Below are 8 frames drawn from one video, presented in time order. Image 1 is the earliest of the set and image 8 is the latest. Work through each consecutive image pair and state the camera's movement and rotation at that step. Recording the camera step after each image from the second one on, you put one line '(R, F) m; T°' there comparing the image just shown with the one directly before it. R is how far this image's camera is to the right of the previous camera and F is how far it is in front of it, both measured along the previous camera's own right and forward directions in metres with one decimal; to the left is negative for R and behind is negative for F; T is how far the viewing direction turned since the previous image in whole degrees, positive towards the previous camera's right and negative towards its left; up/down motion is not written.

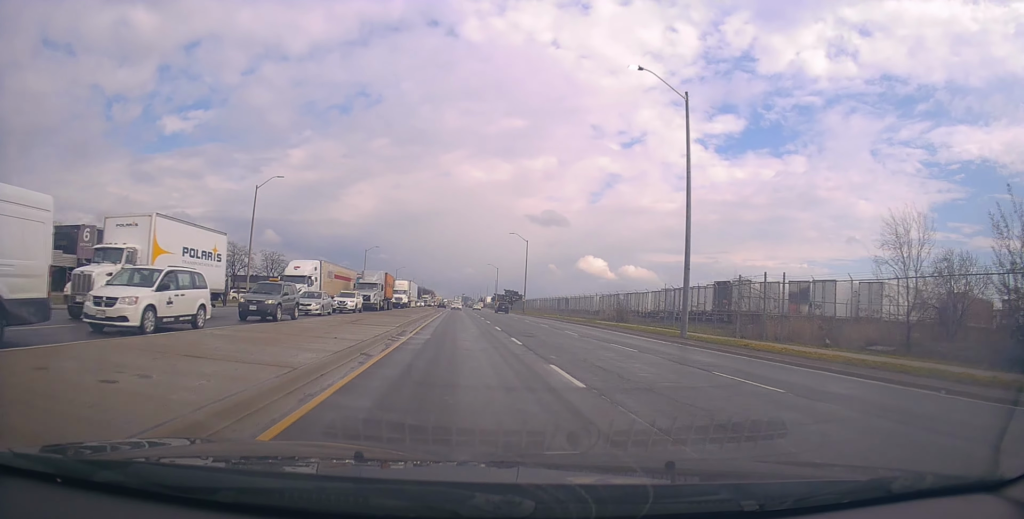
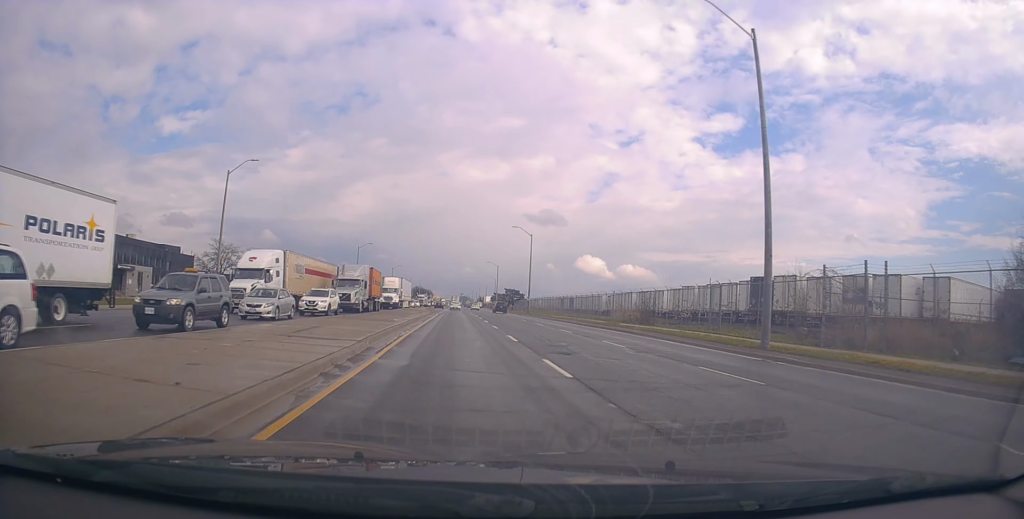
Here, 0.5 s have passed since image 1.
(+0.1, +8.3) m; +1°
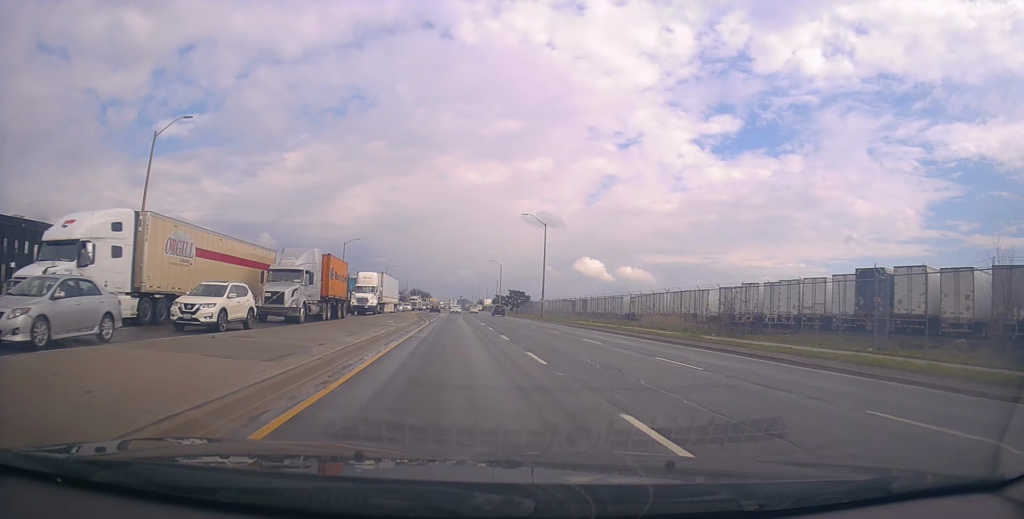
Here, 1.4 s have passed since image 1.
(+0.2, +15.4) m; +1°
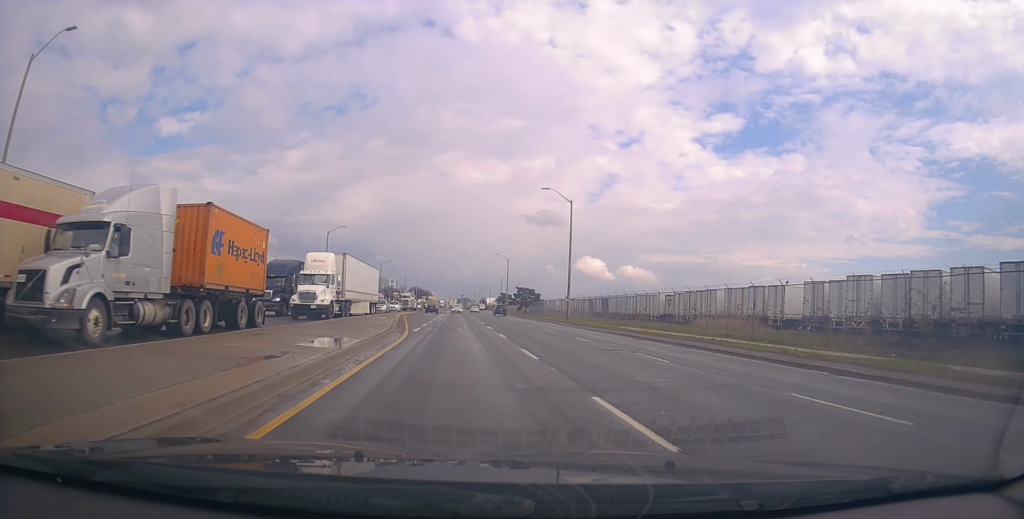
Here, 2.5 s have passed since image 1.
(0.0, +16.9) m; -1°
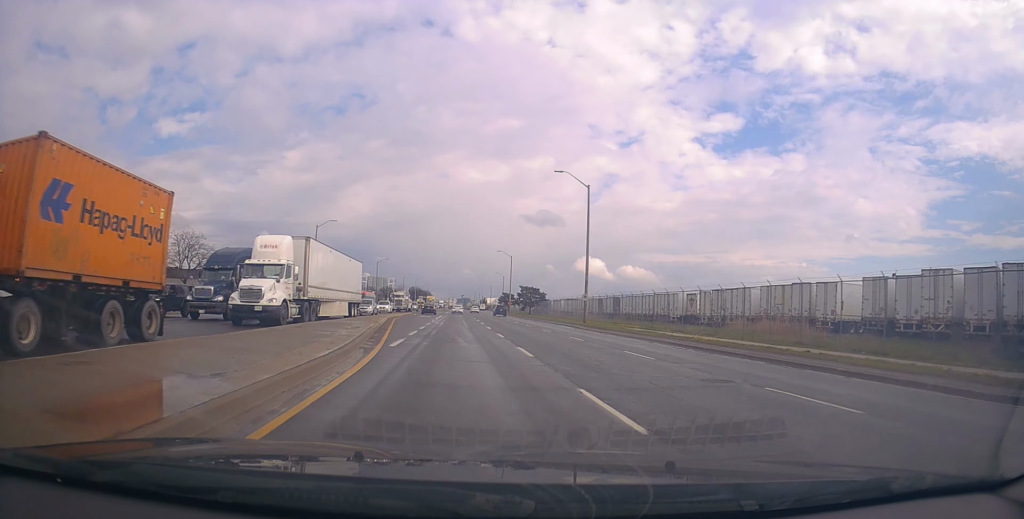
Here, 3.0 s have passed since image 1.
(+0.1, +7.9) m; -1°
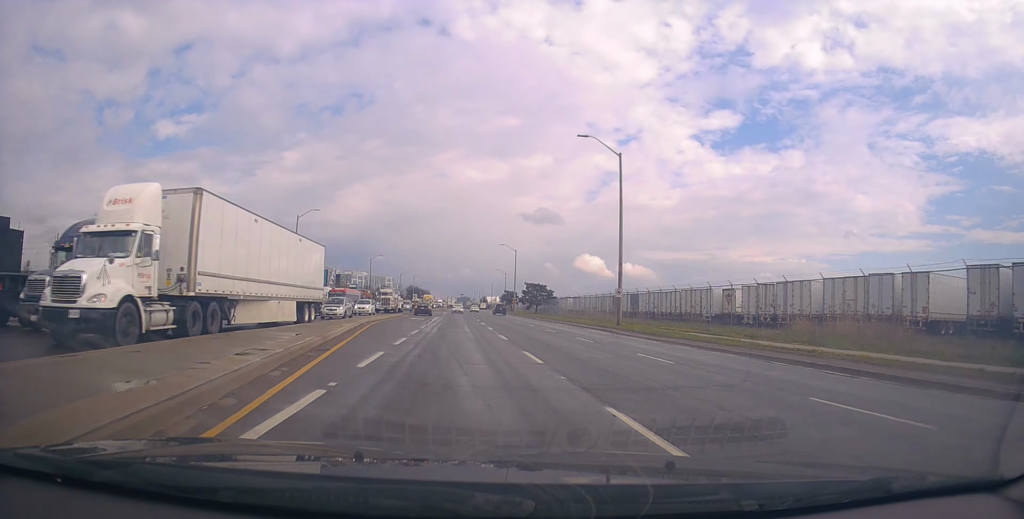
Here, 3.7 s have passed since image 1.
(-0.2, +11.2) m; -1°
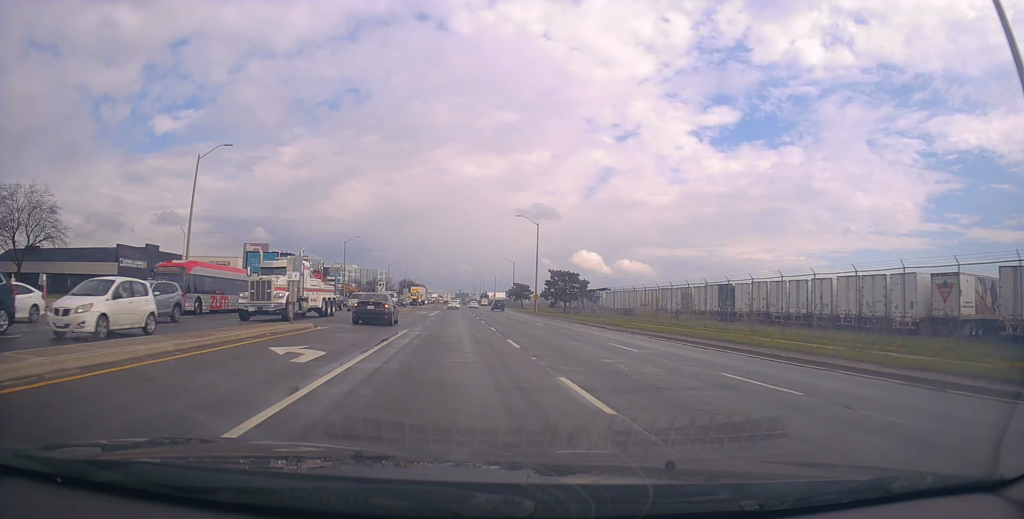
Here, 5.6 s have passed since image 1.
(+0.3, +33.2) m; +2°
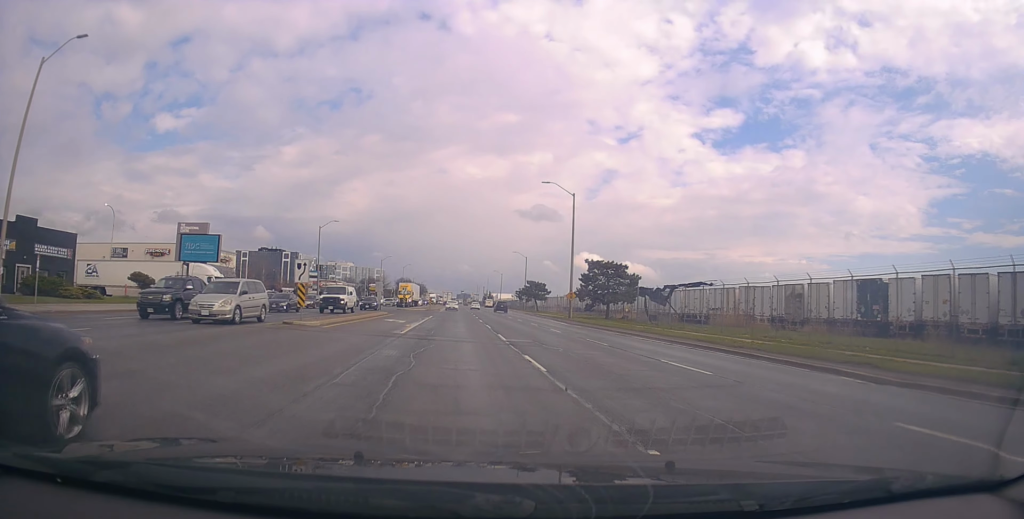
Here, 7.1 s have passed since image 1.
(-0.1, +24.5) m; -1°
